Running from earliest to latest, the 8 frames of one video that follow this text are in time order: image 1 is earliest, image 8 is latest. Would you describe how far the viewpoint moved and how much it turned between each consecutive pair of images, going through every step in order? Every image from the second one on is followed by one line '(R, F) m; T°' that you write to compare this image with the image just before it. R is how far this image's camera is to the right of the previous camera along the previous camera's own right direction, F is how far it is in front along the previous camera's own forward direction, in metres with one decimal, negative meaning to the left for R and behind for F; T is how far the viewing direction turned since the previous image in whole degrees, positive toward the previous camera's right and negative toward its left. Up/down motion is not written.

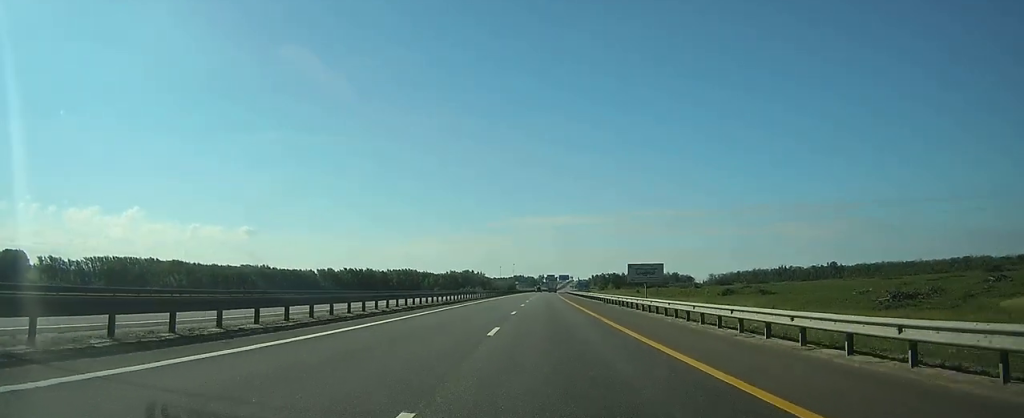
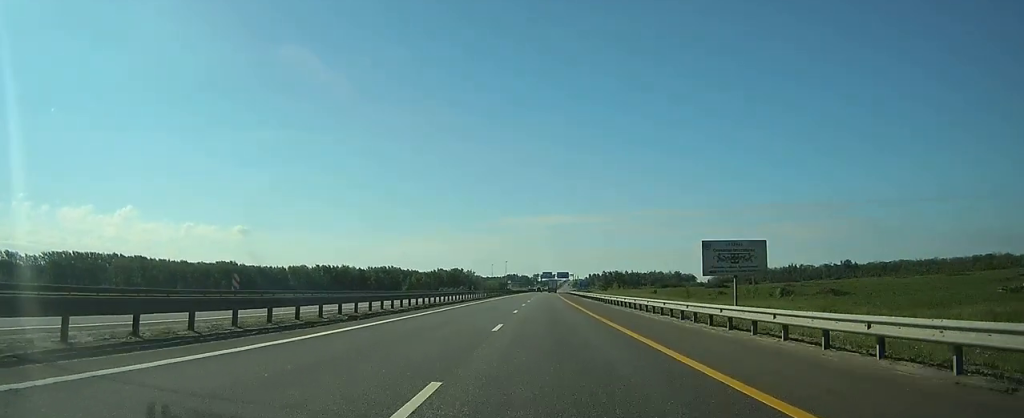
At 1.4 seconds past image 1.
(+0.2, +47.1) m; 0°
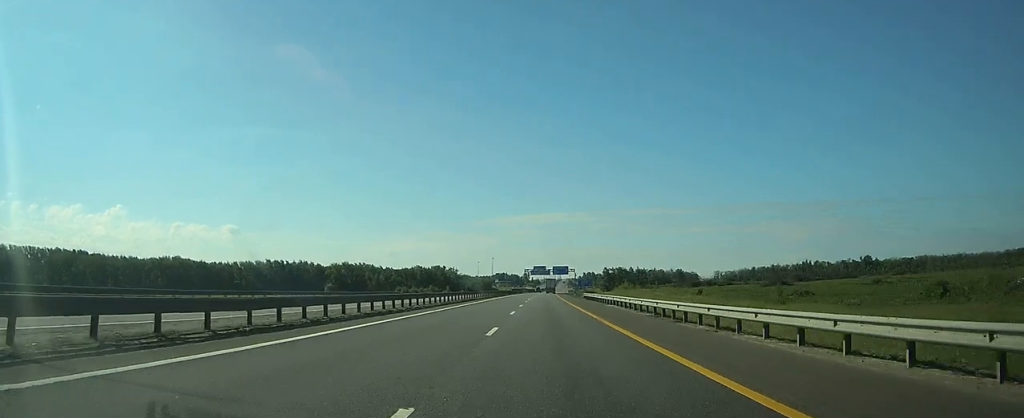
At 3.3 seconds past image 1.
(+0.2, +63.0) m; 0°
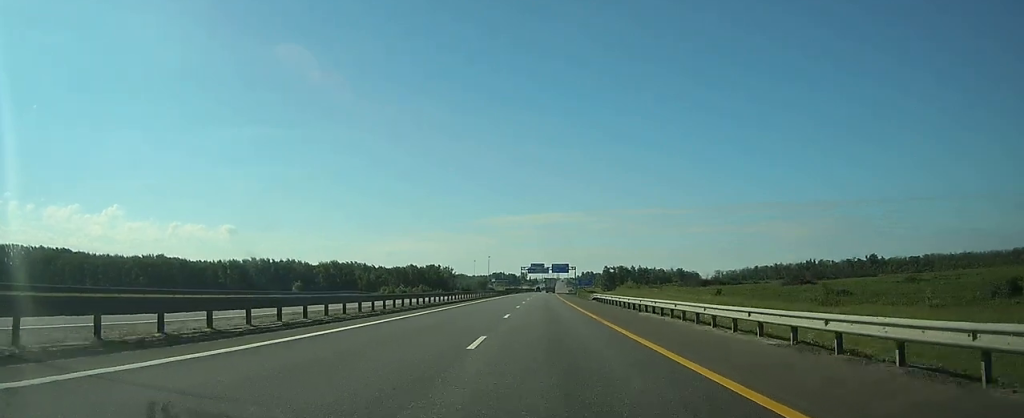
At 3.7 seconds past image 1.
(0.0, +15.8) m; 0°
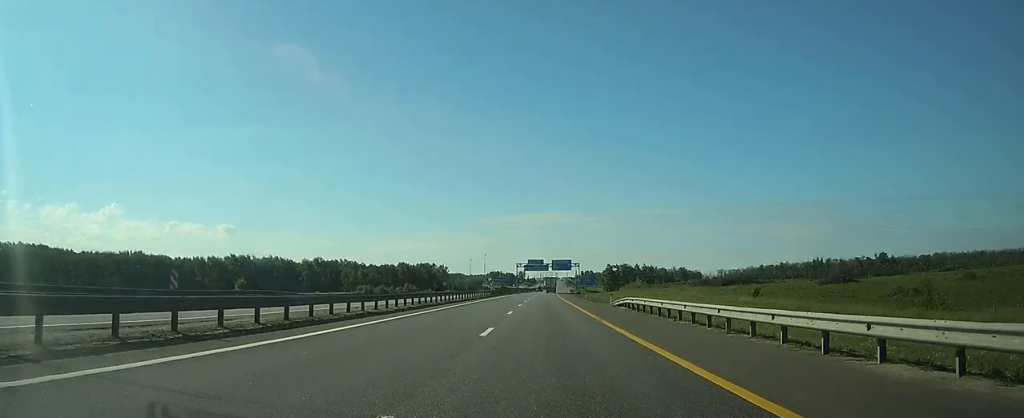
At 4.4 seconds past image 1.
(0.0, +21.4) m; 0°
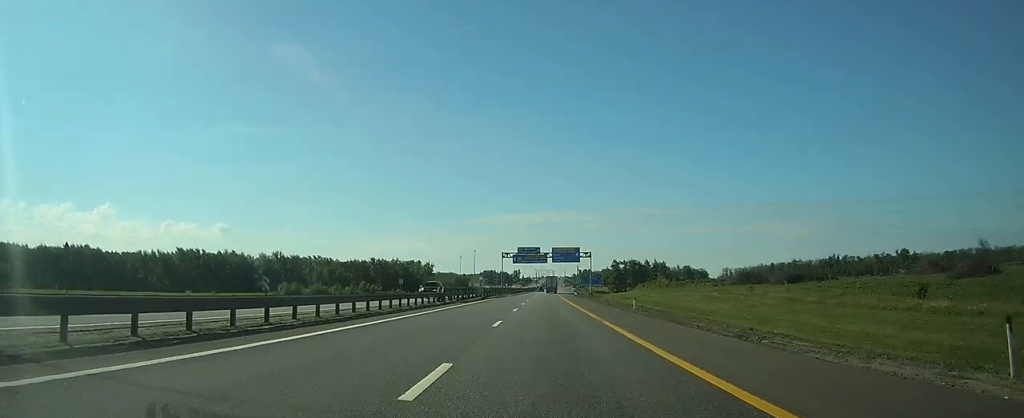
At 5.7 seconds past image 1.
(+0.3, +45.2) m; +1°
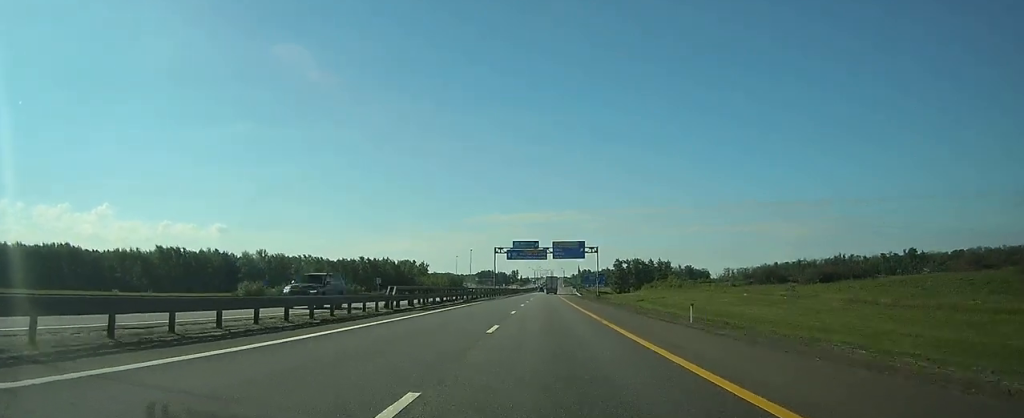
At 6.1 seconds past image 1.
(+0.1, +14.8) m; 0°
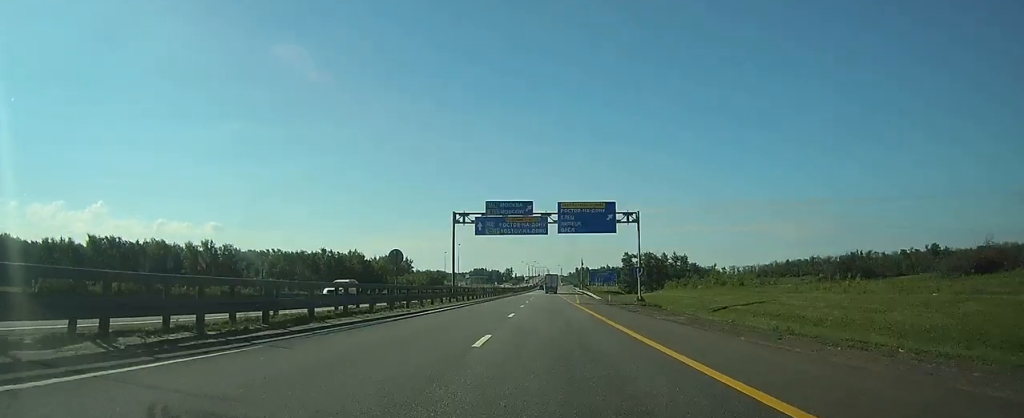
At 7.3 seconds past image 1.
(+0.1, +40.9) m; 0°
